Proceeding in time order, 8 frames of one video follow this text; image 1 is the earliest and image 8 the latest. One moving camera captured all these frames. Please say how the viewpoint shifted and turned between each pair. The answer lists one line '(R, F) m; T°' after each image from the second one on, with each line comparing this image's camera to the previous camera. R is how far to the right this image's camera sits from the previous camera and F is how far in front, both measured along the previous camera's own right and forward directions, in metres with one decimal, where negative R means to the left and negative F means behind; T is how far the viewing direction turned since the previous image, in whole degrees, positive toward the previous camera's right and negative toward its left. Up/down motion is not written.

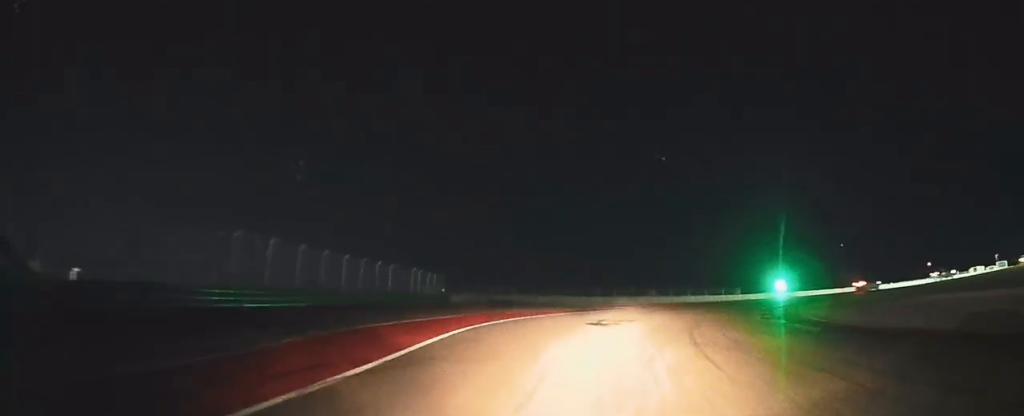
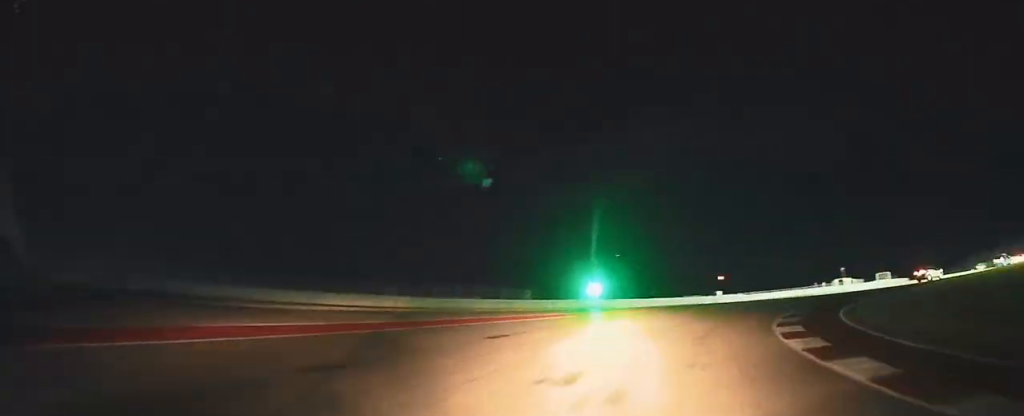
(+4.1, +31.9) m; +22°
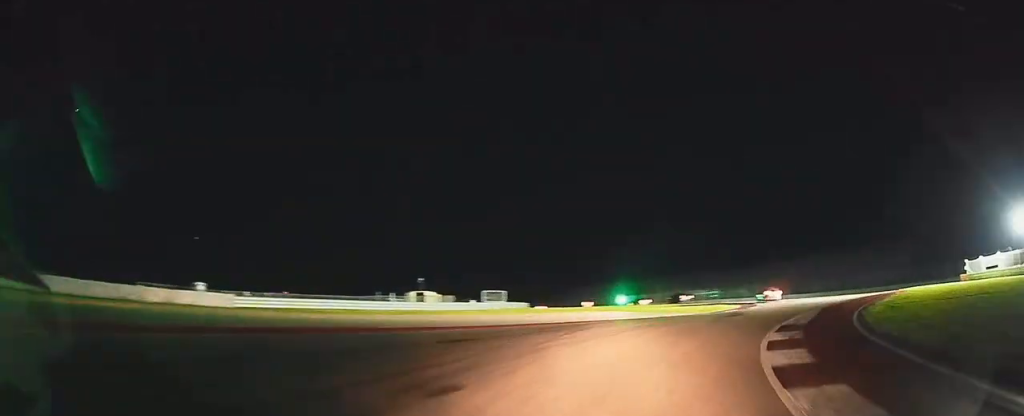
(+12.0, +38.1) m; +27°
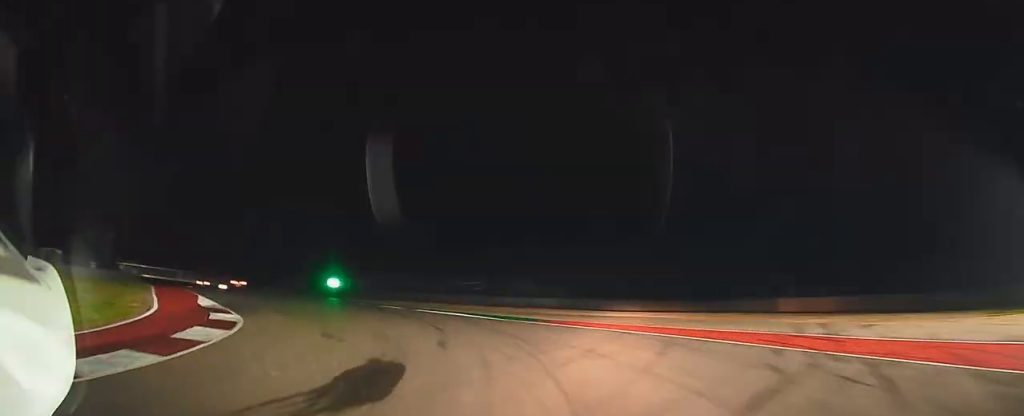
(+3.5, +57.4) m; -14°
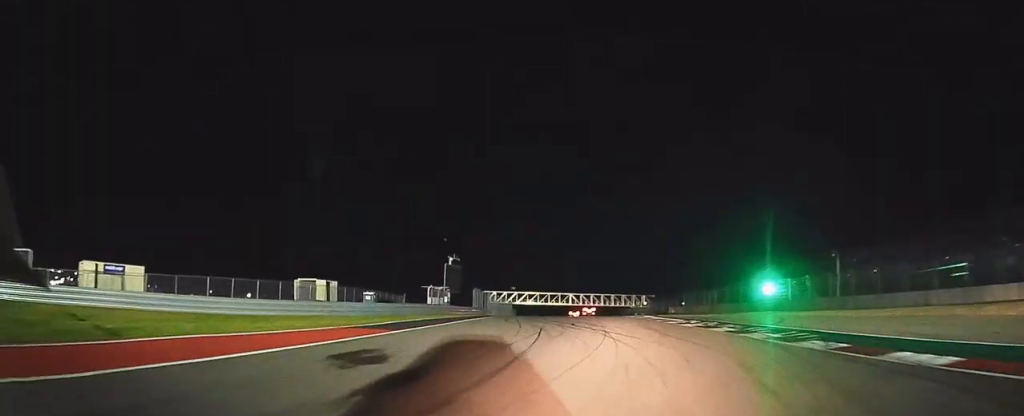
(-7.6, +40.0) m; -15°
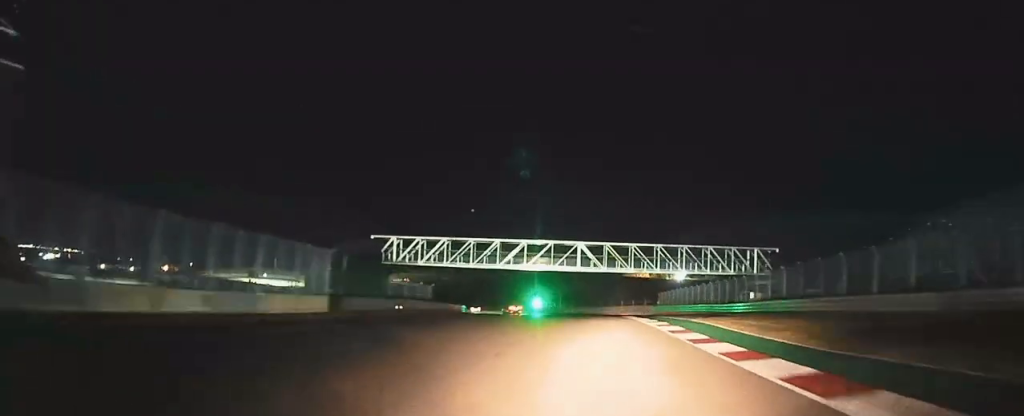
(-9.3, +99.6) m; -14°
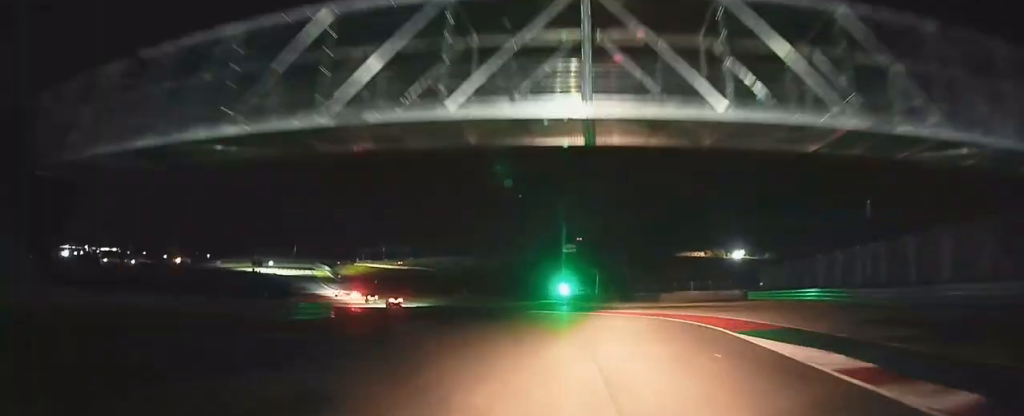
(-6.1, +50.1) m; -13°
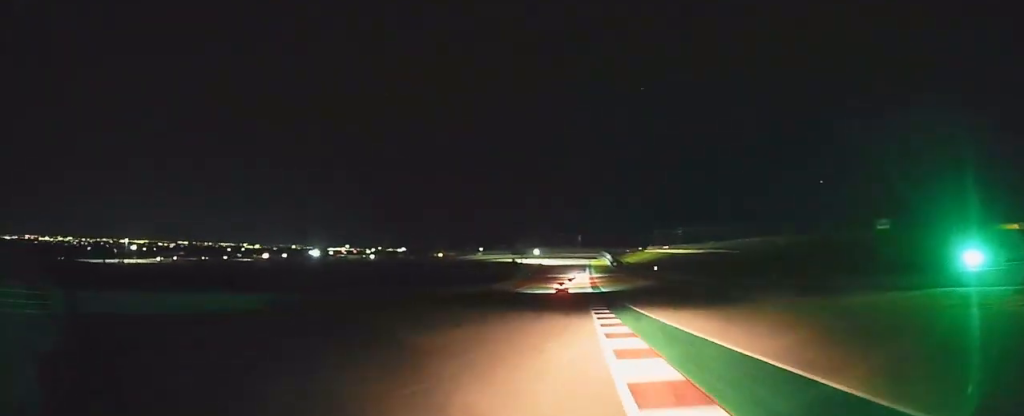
(-10.7, +64.8) m; -13°
